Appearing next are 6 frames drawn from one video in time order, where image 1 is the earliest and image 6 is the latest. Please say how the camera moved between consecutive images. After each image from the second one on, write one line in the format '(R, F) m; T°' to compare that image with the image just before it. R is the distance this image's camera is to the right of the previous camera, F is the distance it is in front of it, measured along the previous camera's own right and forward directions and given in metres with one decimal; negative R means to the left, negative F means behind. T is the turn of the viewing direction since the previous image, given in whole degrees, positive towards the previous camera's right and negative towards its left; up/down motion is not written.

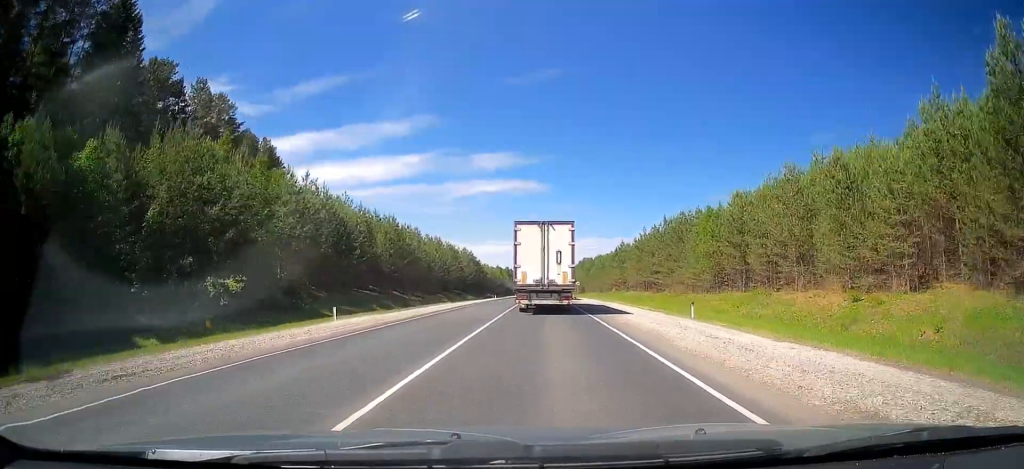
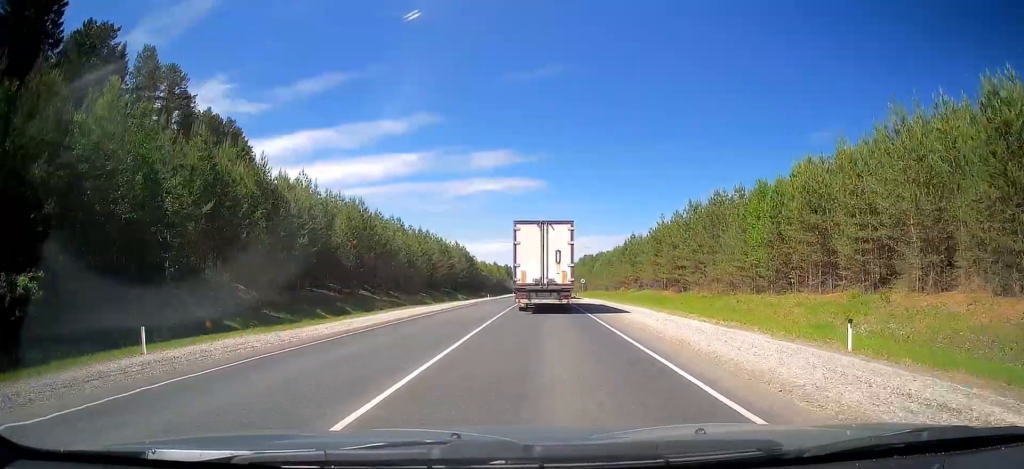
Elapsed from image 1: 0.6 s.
(0.0, +13.2) m; 0°
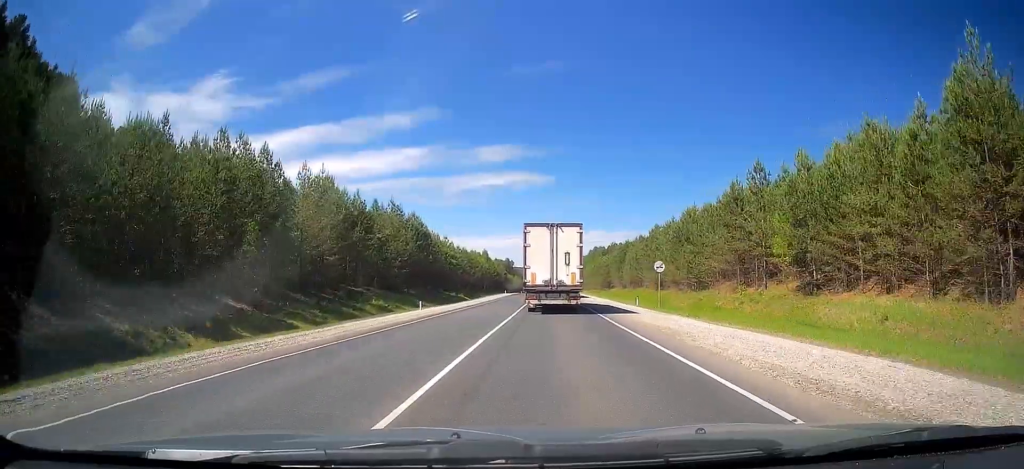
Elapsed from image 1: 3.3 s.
(-0.1, +55.6) m; 0°
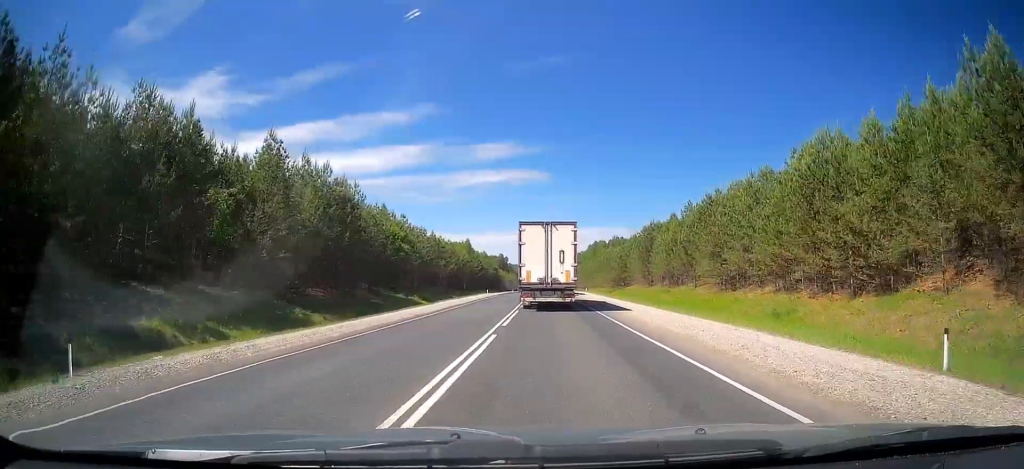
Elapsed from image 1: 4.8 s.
(-0.1, +31.2) m; 0°
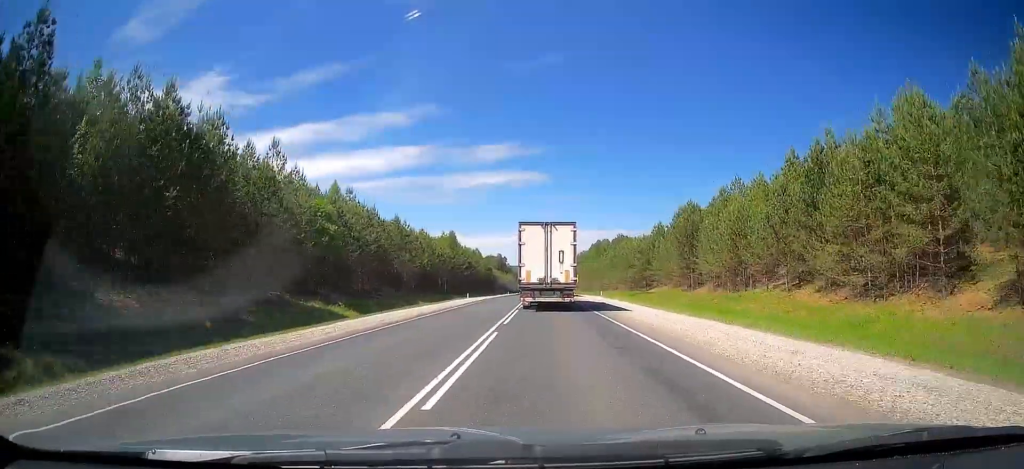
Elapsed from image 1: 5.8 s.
(+0.3, +23.0) m; 0°
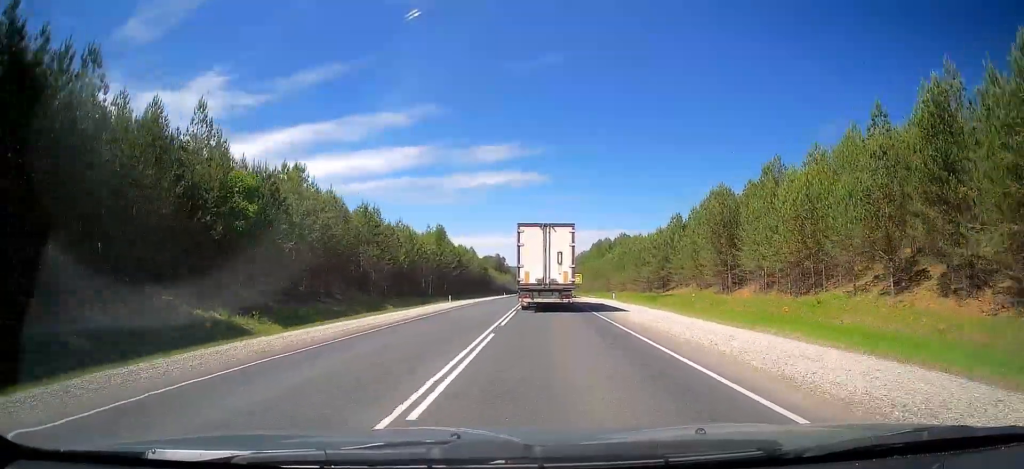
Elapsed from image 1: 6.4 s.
(-0.1, +12.3) m; 0°
